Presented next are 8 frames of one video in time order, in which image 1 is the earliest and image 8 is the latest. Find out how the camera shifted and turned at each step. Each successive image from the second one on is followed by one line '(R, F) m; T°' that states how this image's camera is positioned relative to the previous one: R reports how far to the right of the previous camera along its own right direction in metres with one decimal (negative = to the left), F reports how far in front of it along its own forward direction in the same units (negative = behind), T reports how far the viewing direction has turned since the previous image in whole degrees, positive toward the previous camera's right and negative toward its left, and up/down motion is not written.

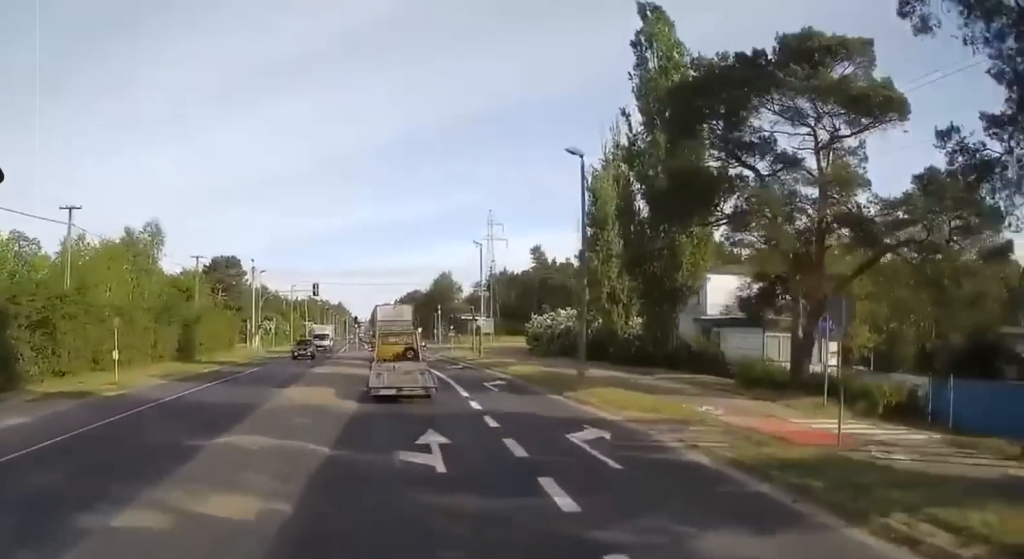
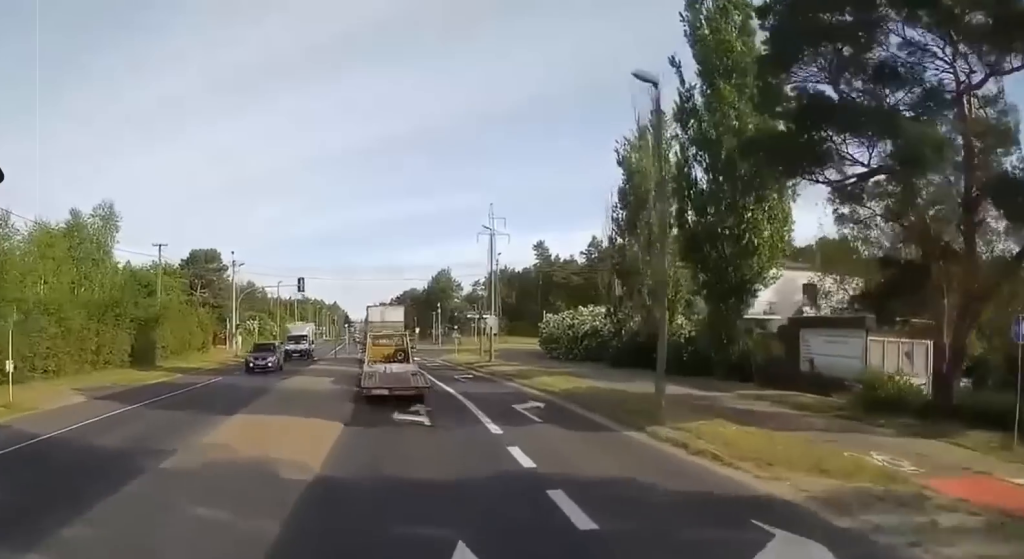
(+0.1, +9.1) m; 0°
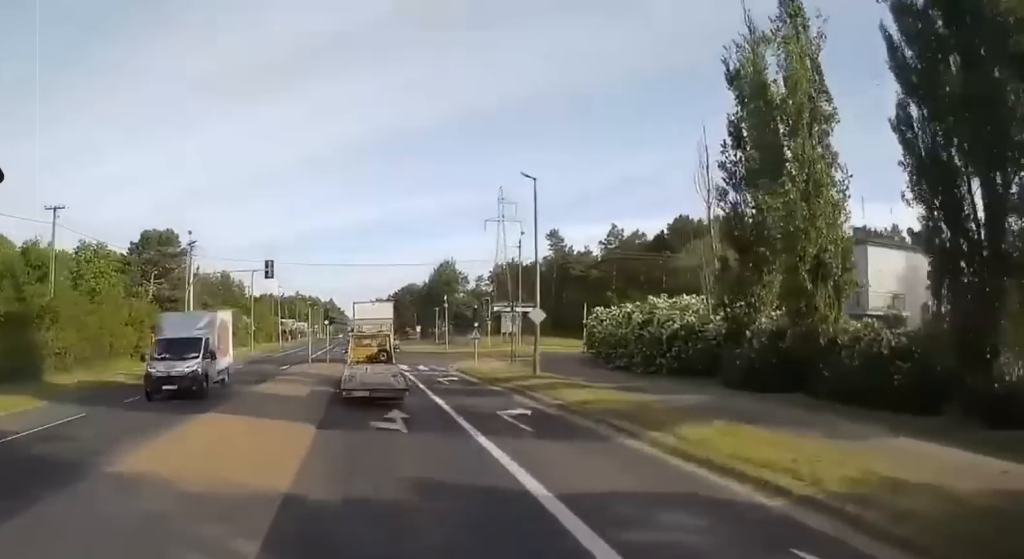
(-0.1, +16.1) m; -2°
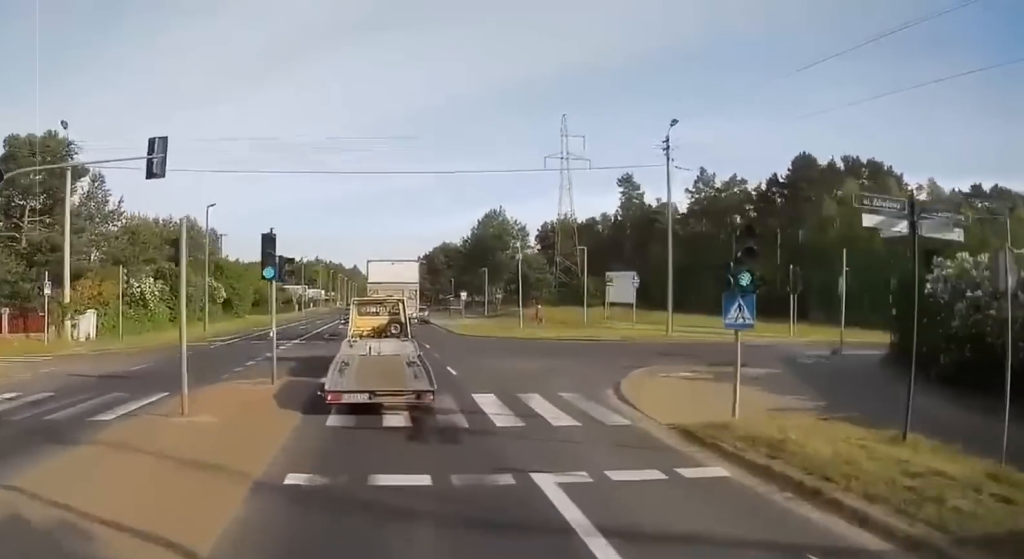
(-1.3, +30.7) m; -3°
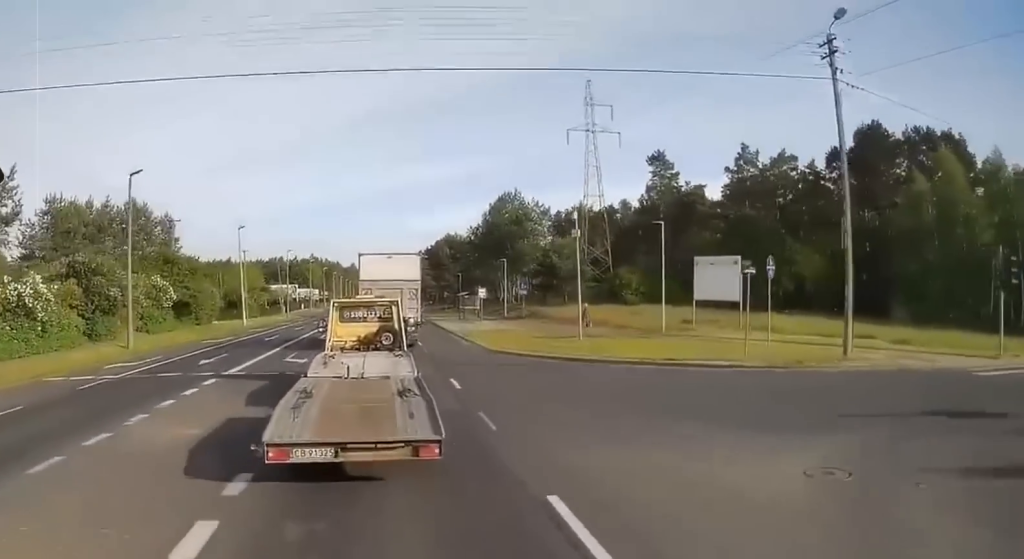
(+0.1, +15.7) m; +1°
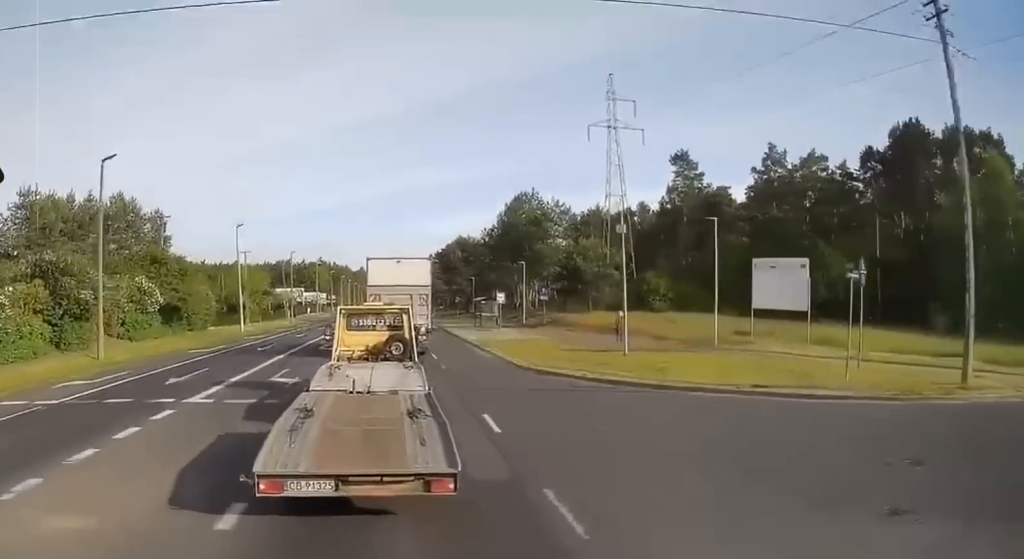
(0.0, +5.3) m; 0°
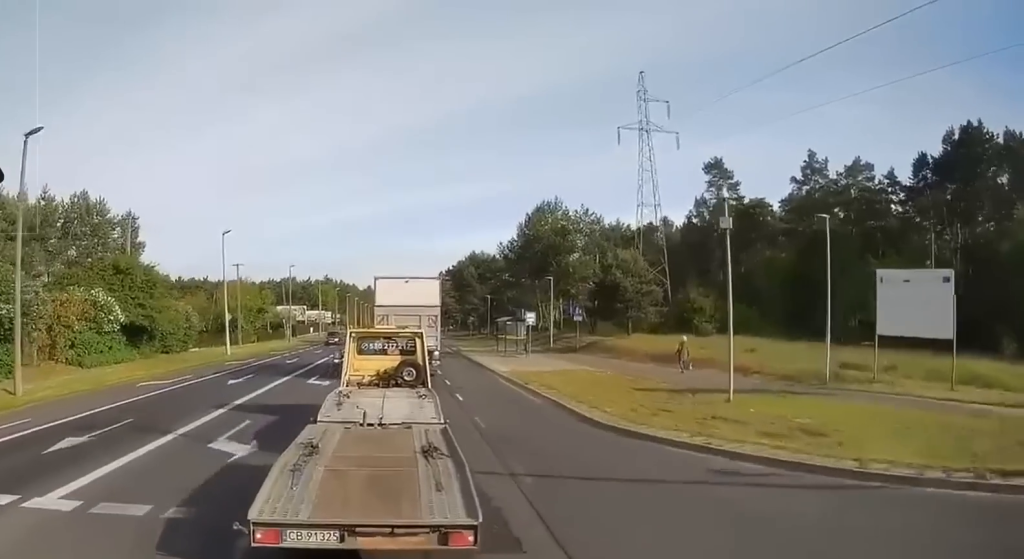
(+0.1, +8.1) m; 0°
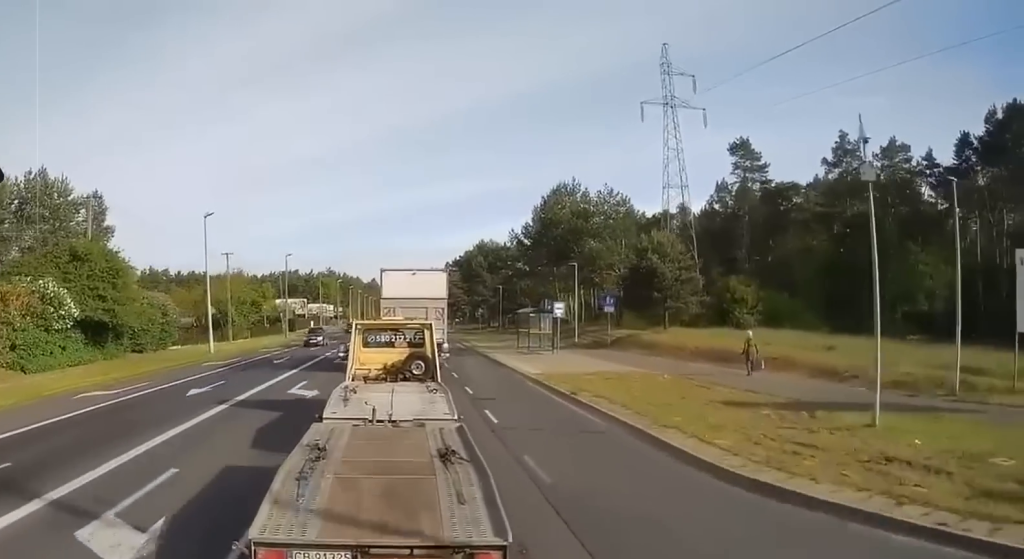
(0.0, +5.9) m; -2°
